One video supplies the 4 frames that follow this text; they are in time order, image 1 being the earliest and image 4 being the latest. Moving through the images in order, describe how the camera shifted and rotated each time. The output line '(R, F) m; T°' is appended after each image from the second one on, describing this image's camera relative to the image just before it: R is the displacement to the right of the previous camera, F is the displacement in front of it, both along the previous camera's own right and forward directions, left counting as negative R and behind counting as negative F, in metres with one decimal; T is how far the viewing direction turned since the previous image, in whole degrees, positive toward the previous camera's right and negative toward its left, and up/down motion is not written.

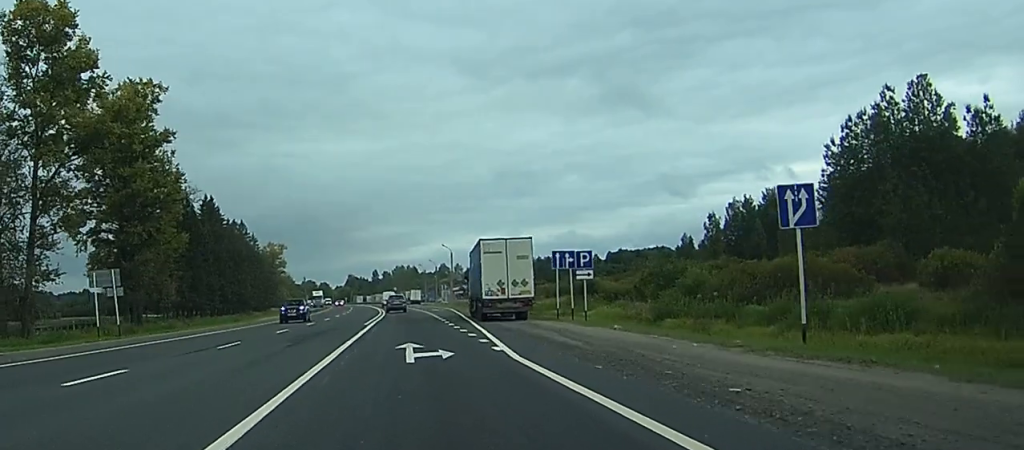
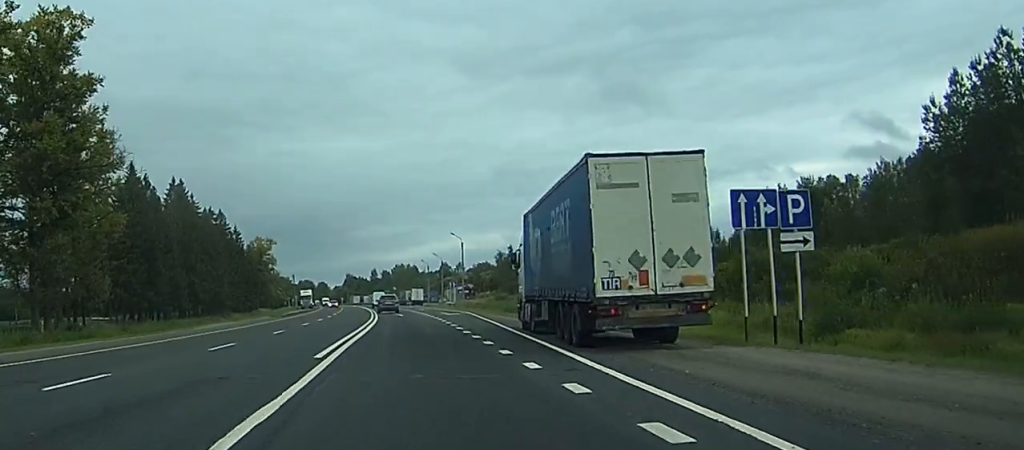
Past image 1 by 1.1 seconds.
(+0.1, +25.3) m; 0°
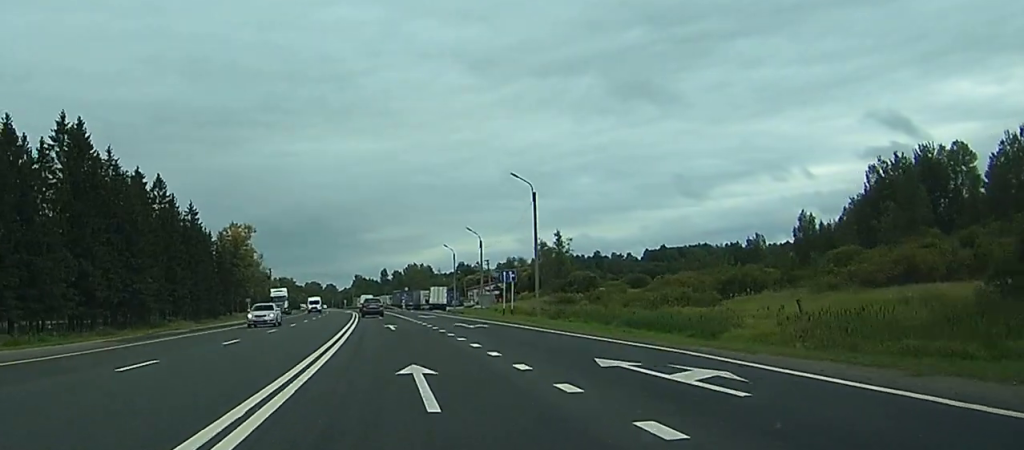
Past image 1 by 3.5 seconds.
(-0.1, +56.3) m; 0°
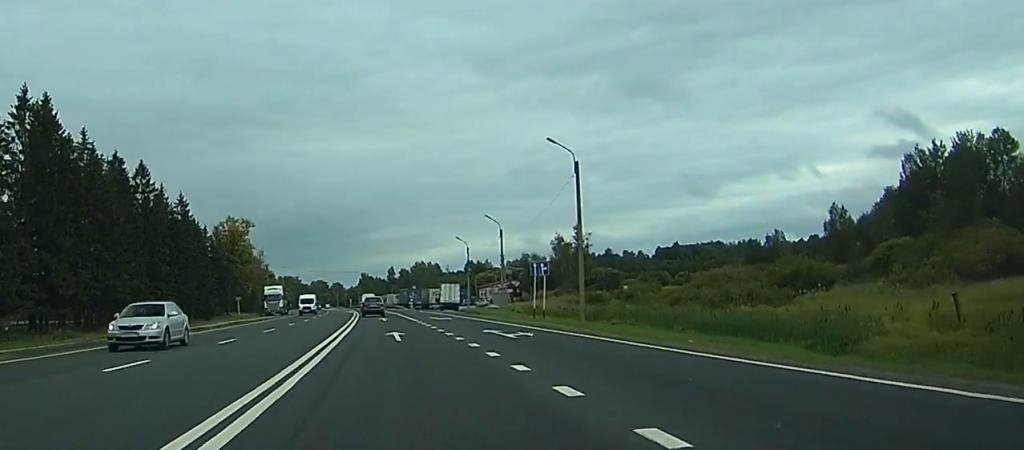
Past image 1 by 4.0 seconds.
(0.0, +12.5) m; 0°
